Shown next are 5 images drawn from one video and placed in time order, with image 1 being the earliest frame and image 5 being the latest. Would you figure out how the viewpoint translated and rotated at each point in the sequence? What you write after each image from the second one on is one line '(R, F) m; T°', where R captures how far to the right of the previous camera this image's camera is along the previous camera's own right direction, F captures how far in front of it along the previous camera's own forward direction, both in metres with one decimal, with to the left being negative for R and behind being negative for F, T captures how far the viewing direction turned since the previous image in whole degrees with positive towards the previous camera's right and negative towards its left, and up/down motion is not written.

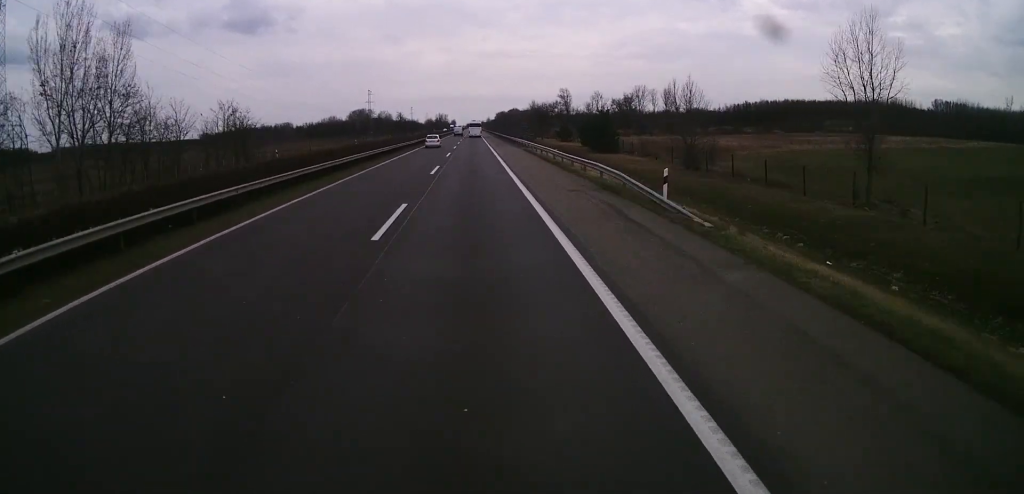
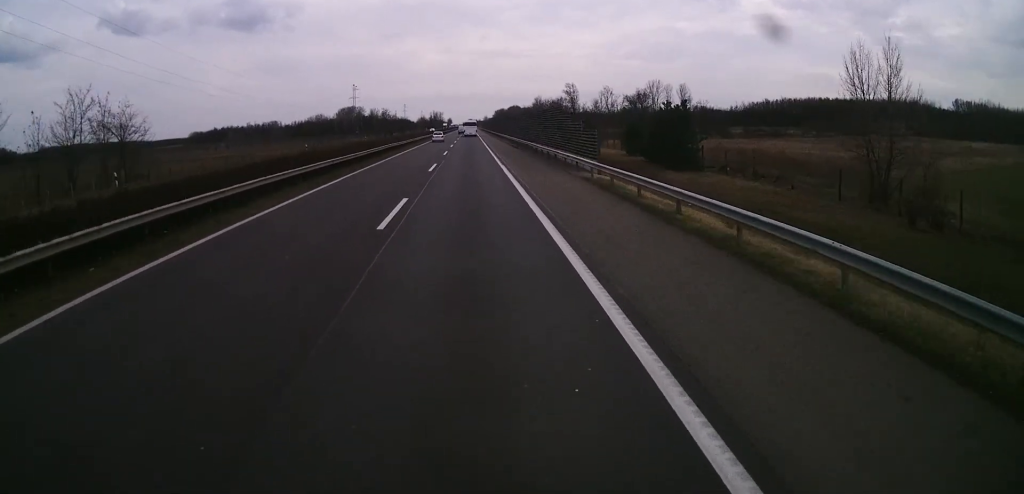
(+0.2, +34.6) m; +1°
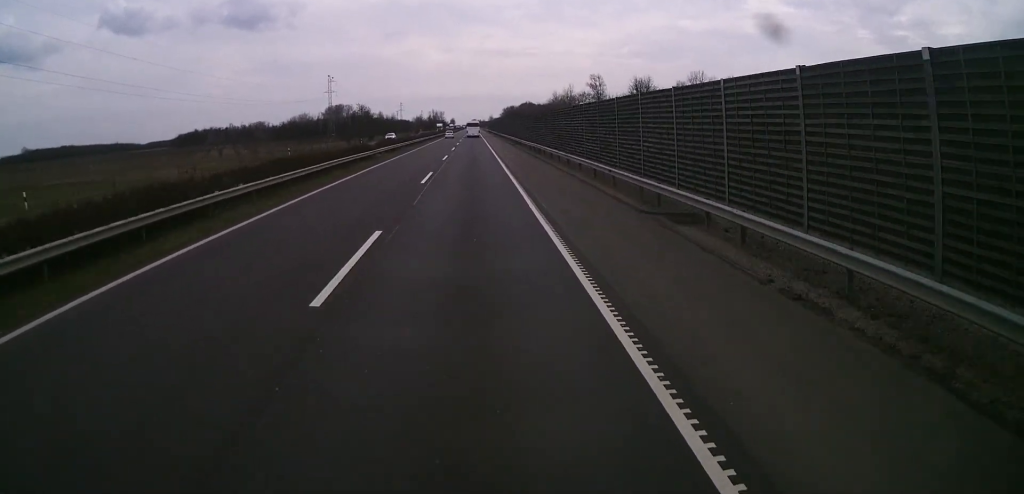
(+0.1, +60.3) m; -1°
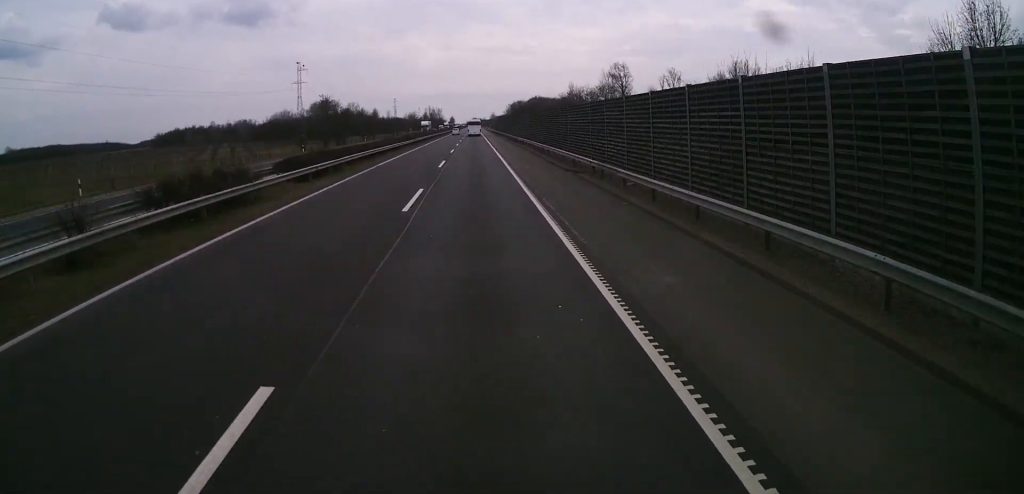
(-0.1, +44.7) m; +1°
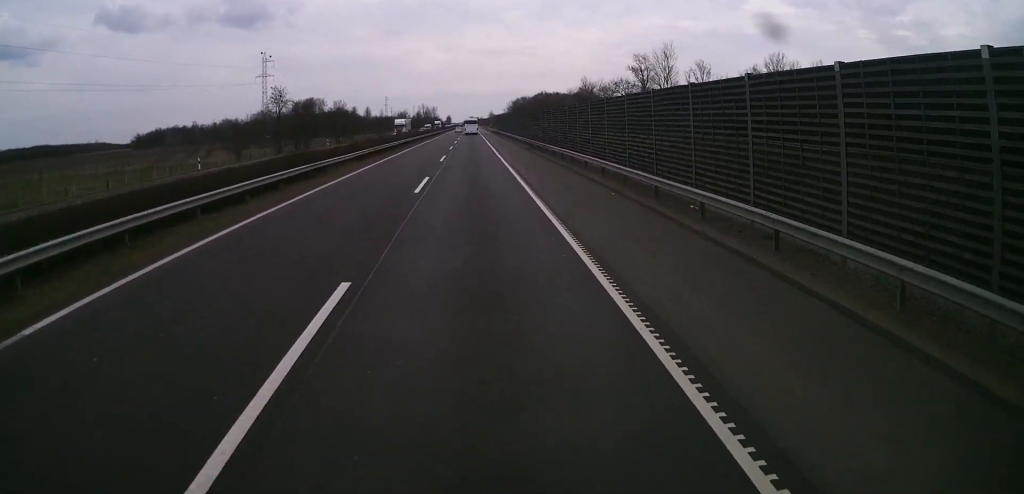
(+0.2, +32.3) m; 0°
